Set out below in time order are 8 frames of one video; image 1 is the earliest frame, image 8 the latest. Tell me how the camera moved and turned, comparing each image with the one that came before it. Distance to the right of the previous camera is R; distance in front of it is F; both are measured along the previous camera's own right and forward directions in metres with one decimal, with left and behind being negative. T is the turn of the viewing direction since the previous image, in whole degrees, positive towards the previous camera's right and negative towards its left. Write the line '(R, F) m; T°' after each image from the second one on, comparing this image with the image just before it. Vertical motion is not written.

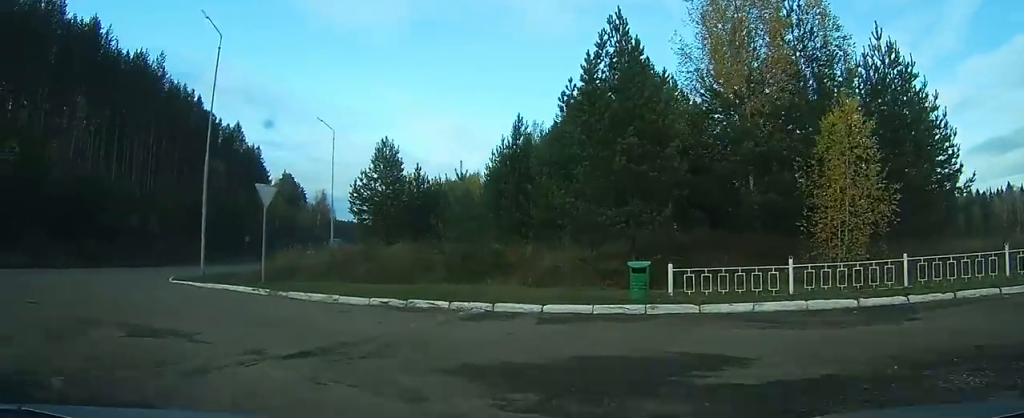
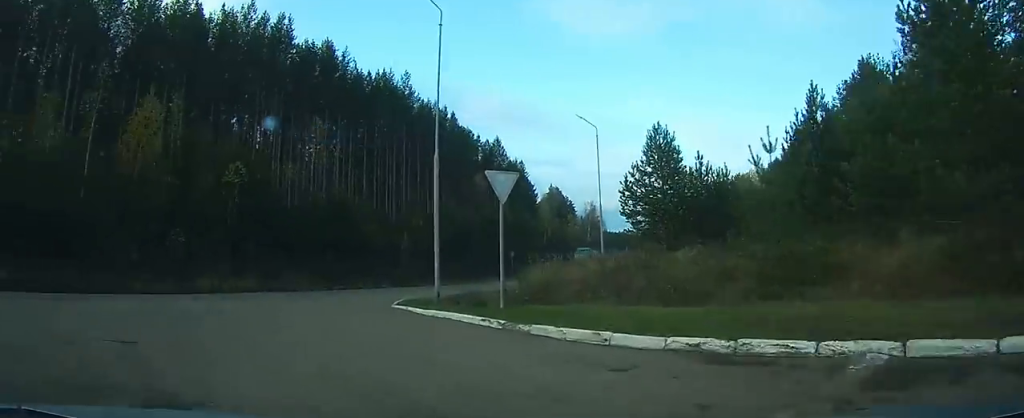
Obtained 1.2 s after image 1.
(-0.5, +6.8) m; -14°
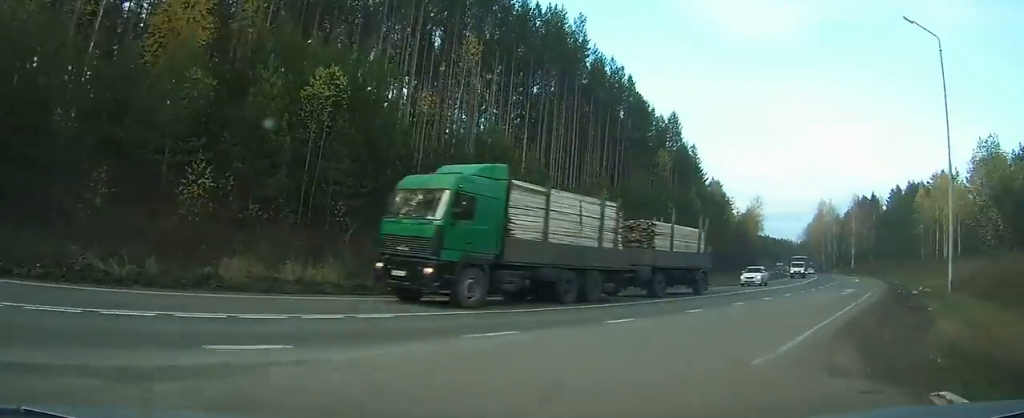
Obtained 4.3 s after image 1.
(-6.9, +17.2) m; -25°
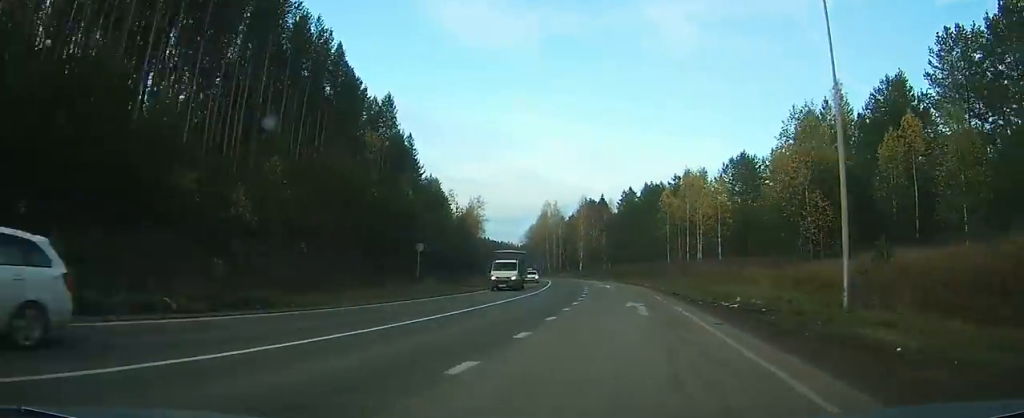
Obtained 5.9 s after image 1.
(+1.8, +11.7) m; +14°
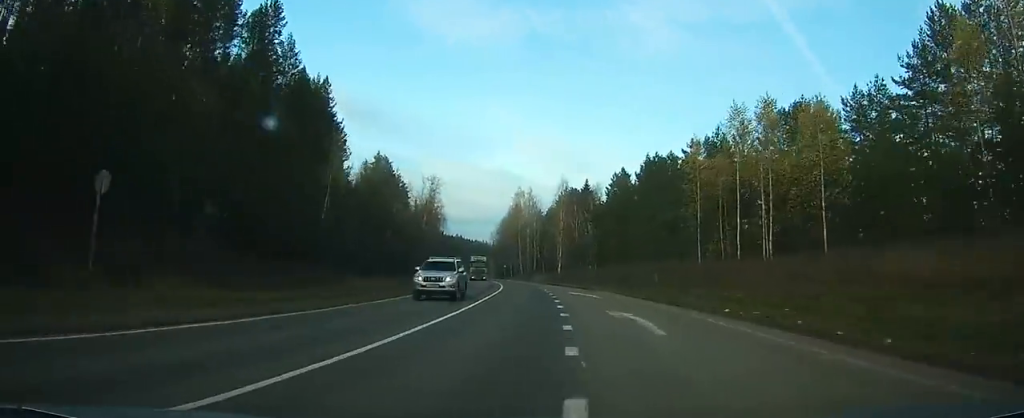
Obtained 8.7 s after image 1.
(+4.6, +26.2) m; +14°
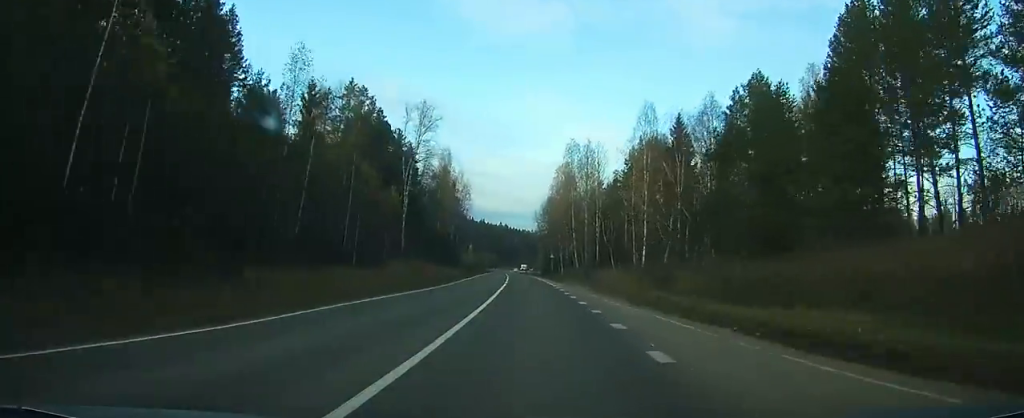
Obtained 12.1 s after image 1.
(+0.5, +48.5) m; -2°
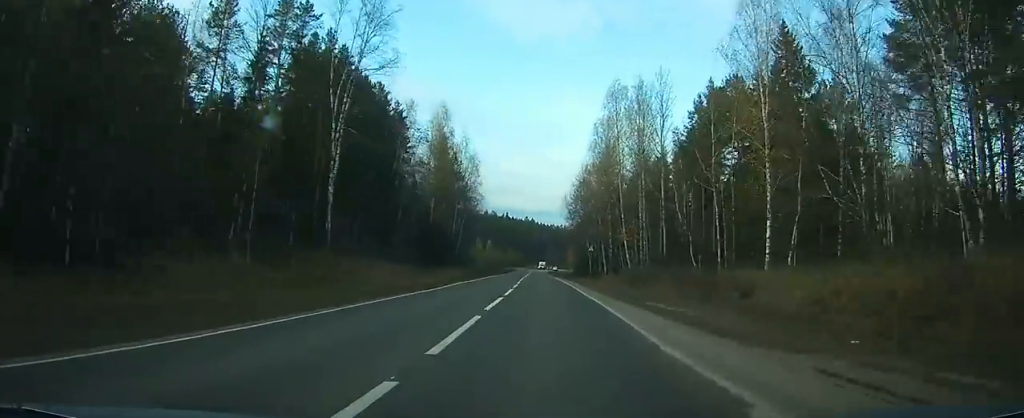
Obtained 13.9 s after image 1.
(-1.0, +33.4) m; -3°
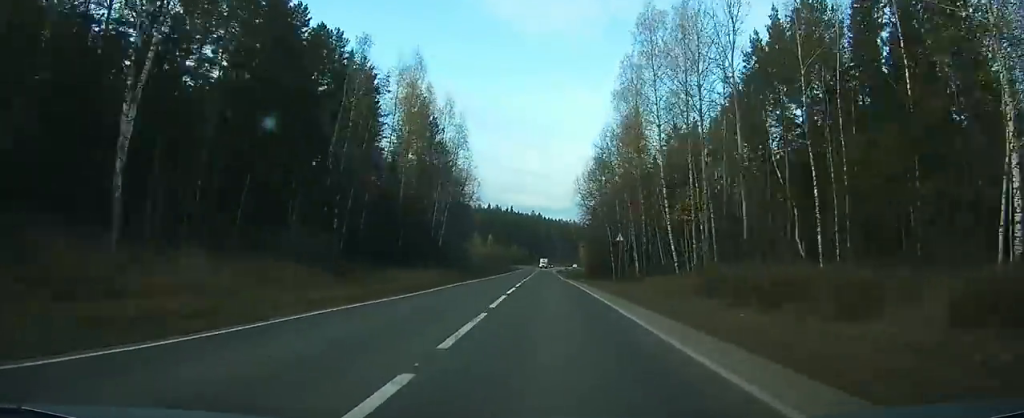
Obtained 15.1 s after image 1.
(-0.4, +23.0) m; -1°
